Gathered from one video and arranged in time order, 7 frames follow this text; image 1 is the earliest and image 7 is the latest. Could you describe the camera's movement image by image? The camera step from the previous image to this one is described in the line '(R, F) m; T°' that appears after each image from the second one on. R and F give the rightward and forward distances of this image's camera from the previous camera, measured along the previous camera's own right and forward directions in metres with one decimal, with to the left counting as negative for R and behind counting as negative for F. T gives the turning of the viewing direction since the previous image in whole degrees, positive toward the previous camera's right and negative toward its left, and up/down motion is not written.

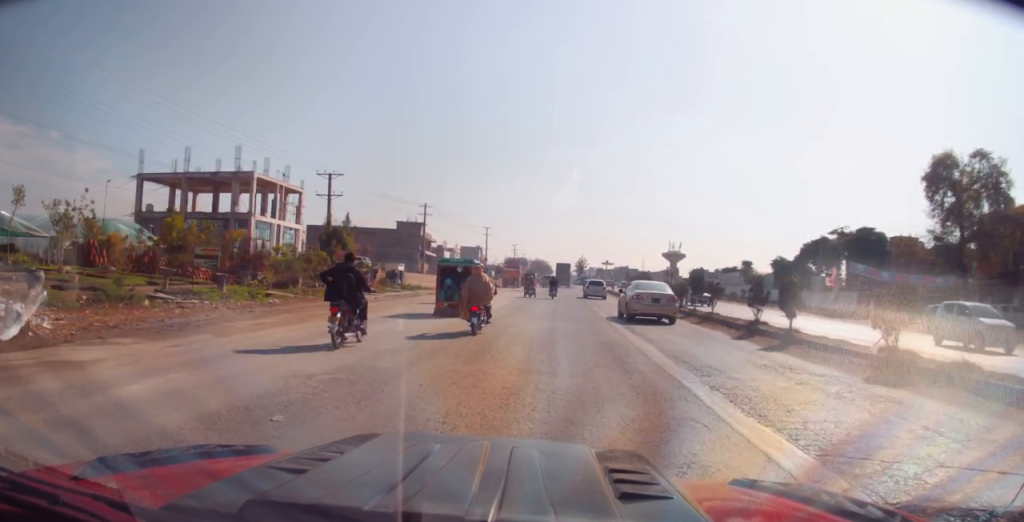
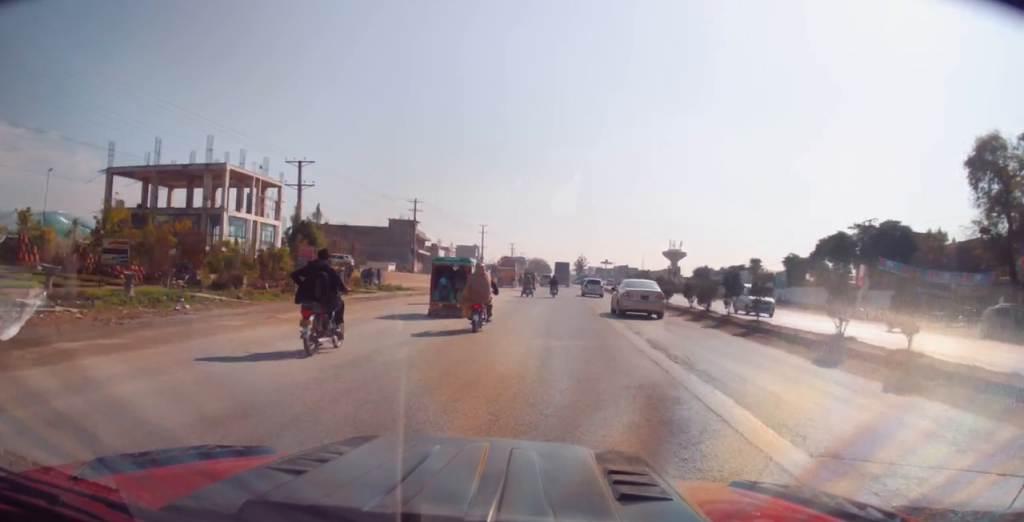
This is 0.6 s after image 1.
(0.0, +5.8) m; +1°
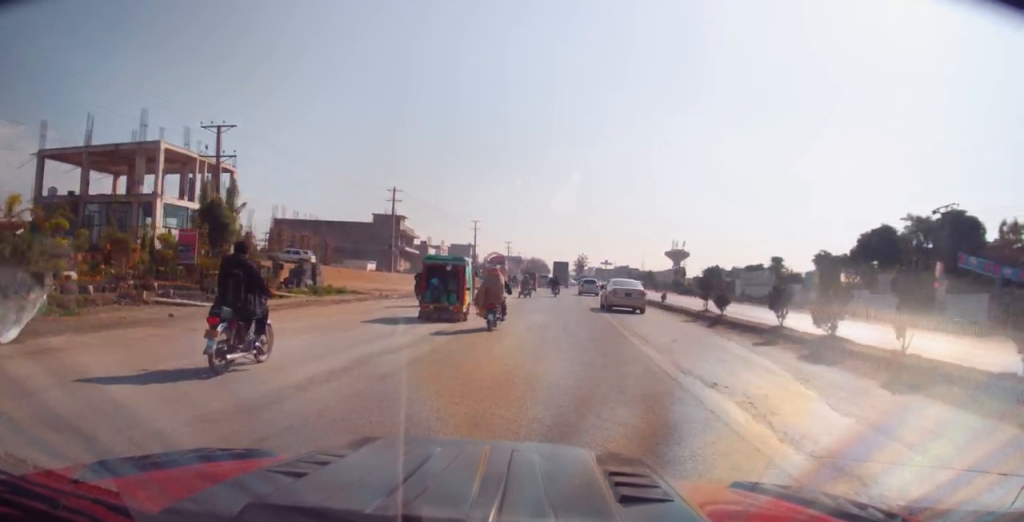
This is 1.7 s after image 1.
(+0.1, +11.9) m; -1°
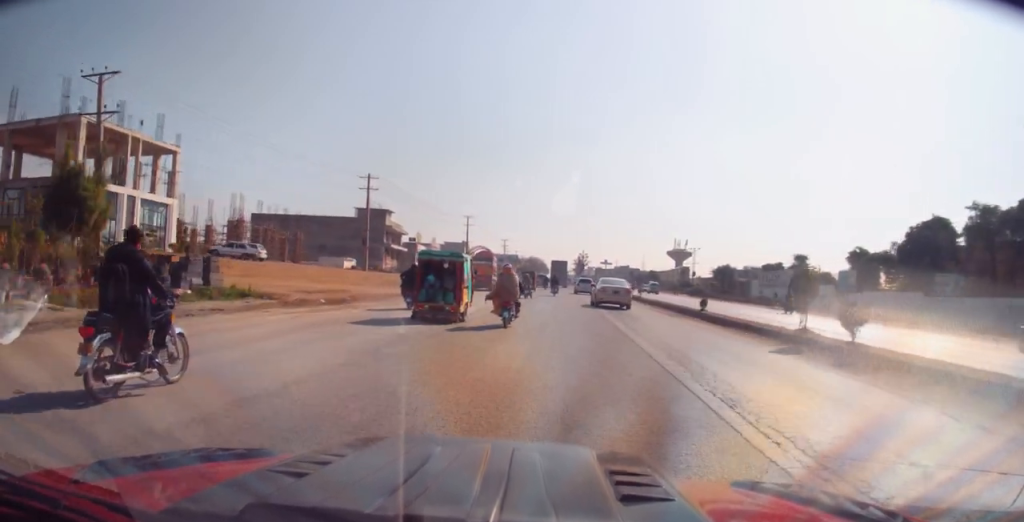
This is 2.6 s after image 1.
(-0.2, +10.9) m; -1°
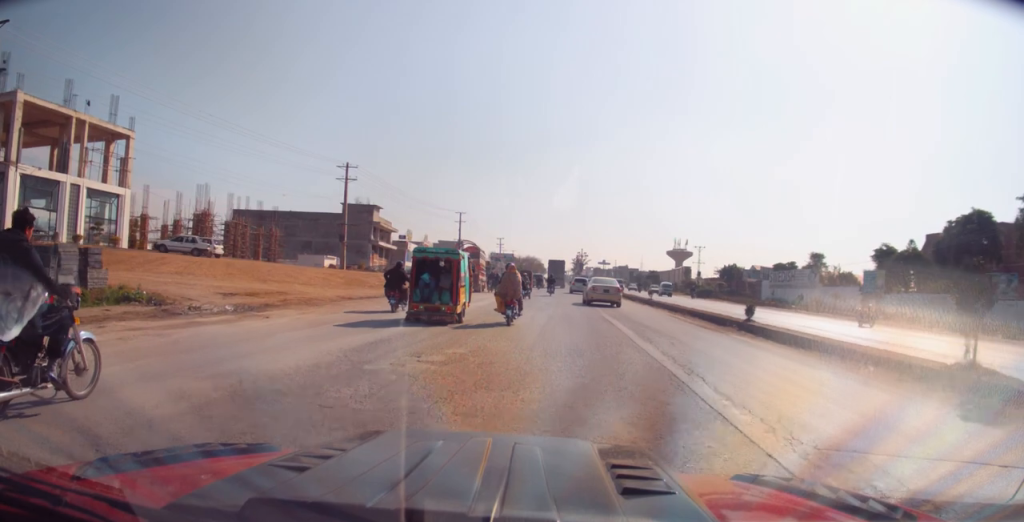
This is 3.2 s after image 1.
(0.0, +6.9) m; 0°
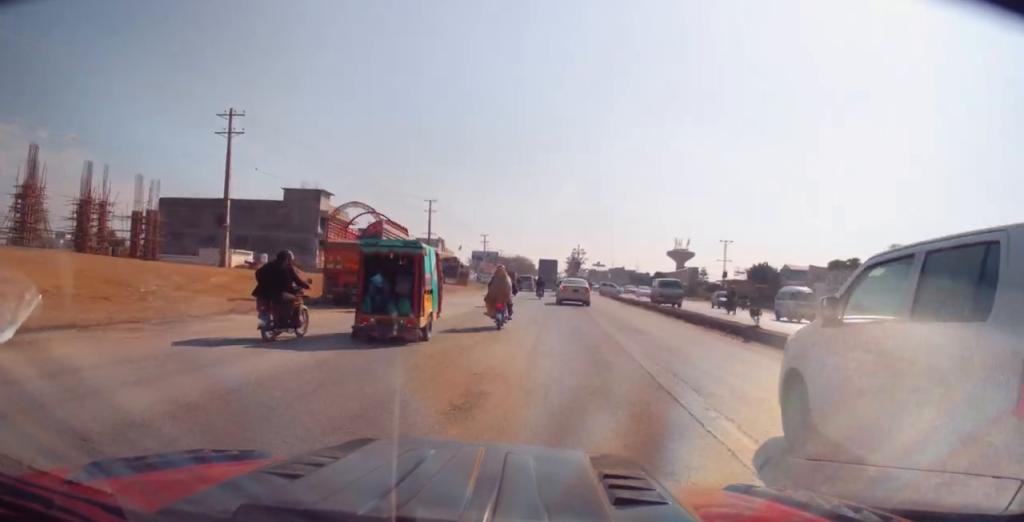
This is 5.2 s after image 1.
(+0.2, +23.8) m; 0°
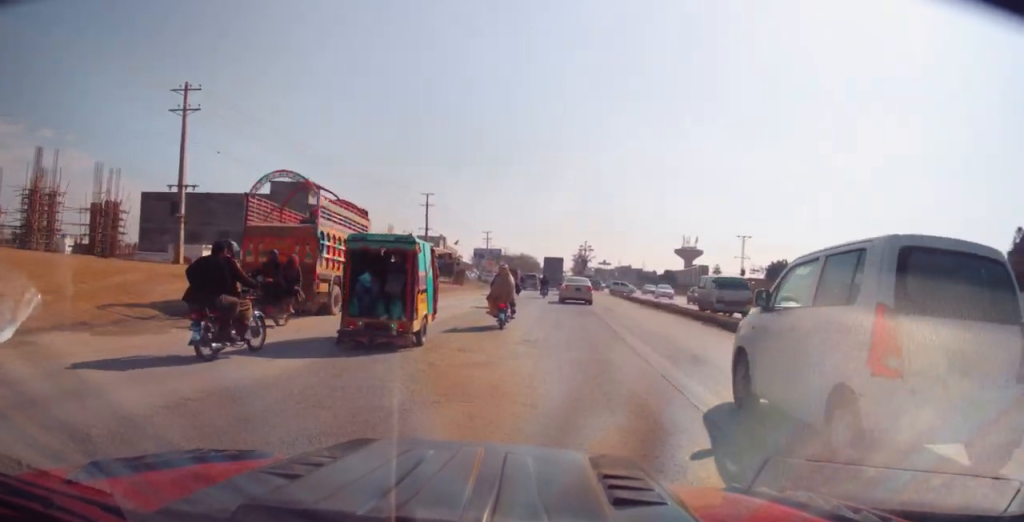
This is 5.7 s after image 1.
(0.0, +6.6) m; -1°
